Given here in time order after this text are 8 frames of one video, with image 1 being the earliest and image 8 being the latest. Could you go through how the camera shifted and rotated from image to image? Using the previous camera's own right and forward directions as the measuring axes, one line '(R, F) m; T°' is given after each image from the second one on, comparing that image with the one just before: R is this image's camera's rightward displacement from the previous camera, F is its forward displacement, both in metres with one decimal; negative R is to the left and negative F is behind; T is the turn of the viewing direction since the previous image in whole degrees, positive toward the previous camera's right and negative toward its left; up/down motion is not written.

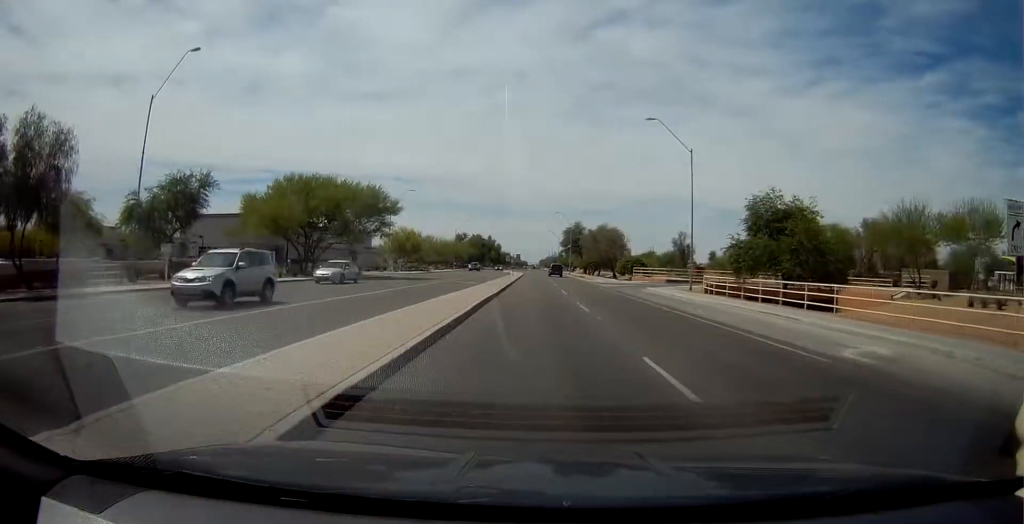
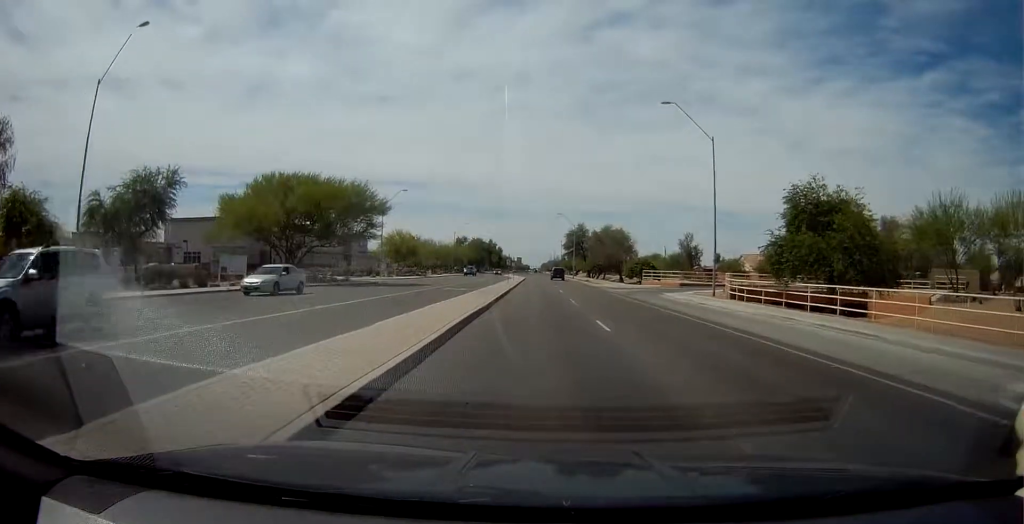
(-0.1, +5.7) m; -1°
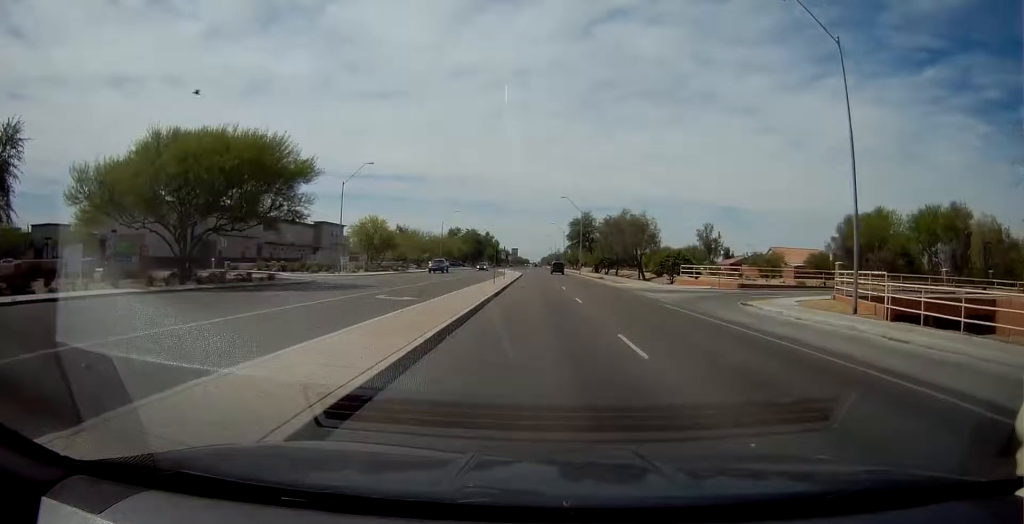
(0.0, +19.1) m; 0°
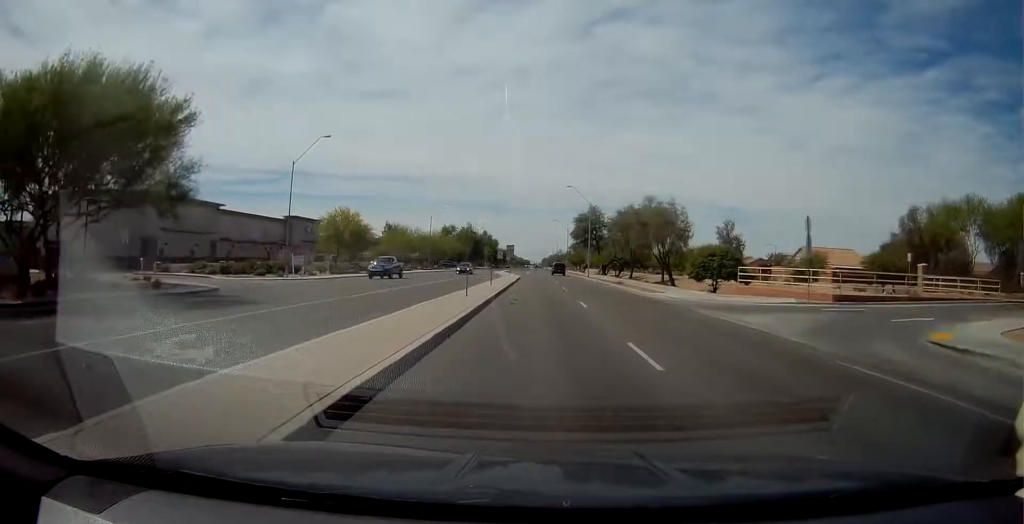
(0.0, +15.2) m; 0°
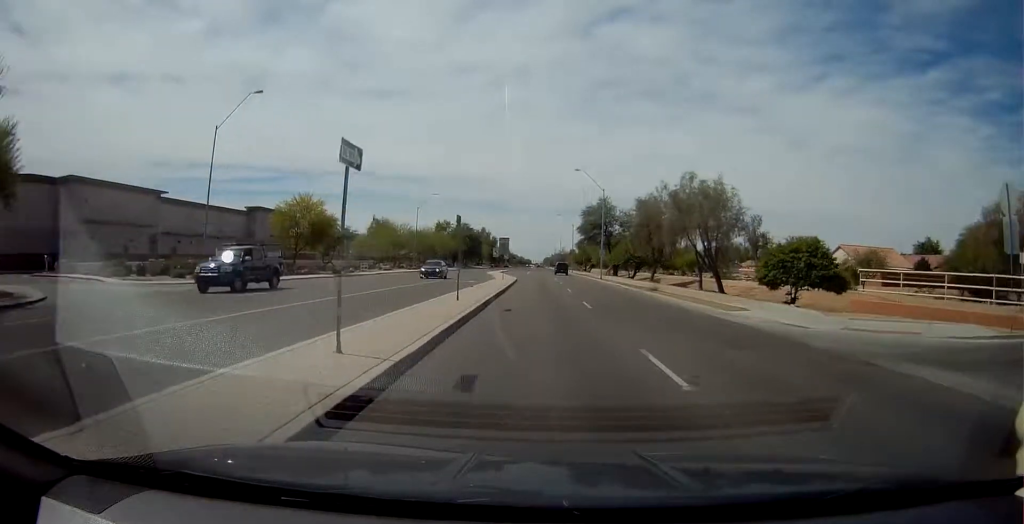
(0.0, +15.1) m; 0°
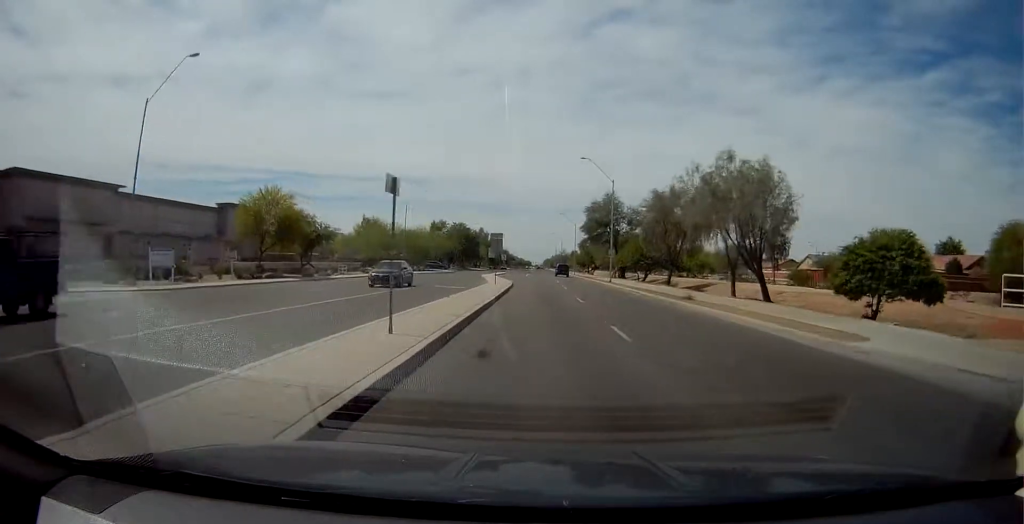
(0.0, +8.8) m; 0°
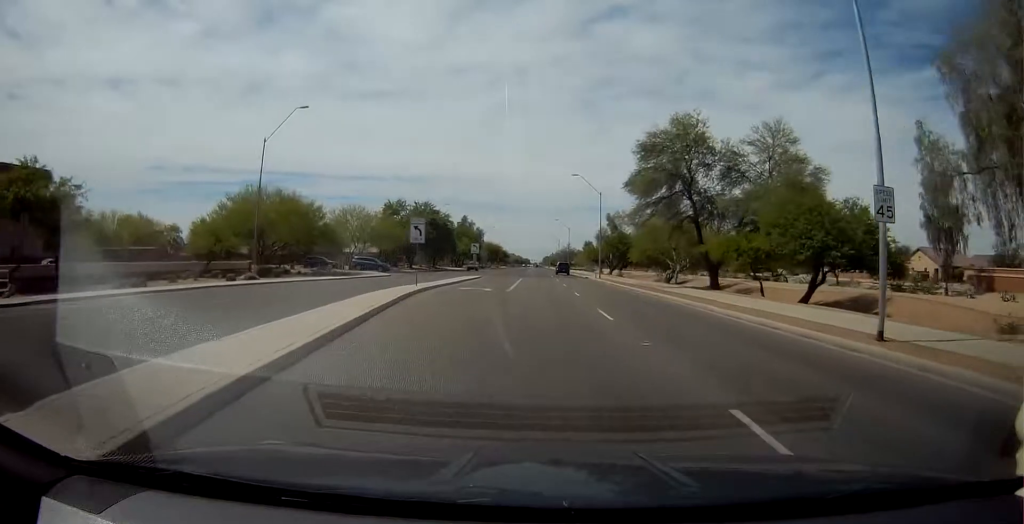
(0.0, +49.0) m; 0°
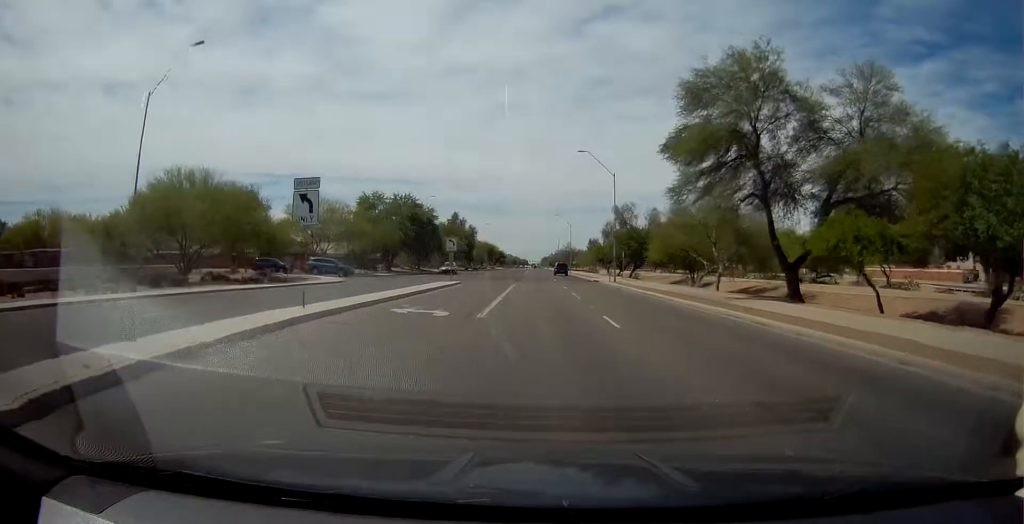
(0.0, +14.8) m; 0°
